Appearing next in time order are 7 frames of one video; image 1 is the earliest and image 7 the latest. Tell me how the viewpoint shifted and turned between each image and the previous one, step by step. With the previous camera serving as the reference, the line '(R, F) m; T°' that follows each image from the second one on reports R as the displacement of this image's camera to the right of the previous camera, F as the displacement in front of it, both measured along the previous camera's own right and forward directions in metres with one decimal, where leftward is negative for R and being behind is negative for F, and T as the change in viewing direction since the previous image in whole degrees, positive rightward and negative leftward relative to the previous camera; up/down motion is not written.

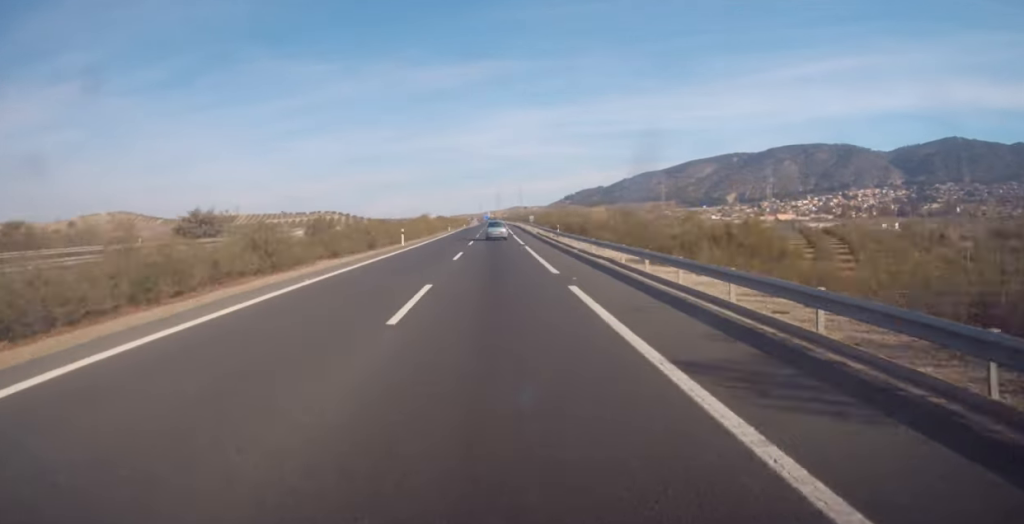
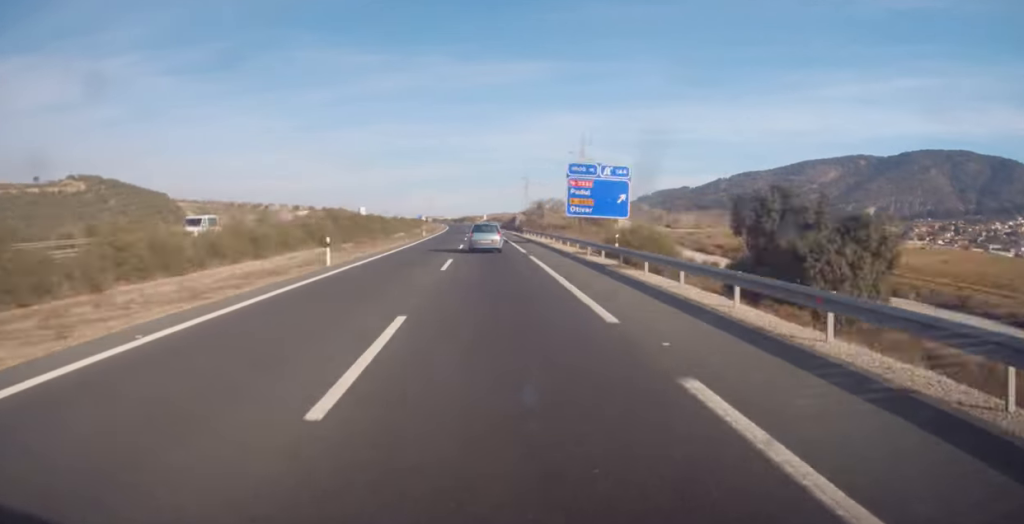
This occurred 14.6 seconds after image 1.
(-18.9, +519.0) m; -7°
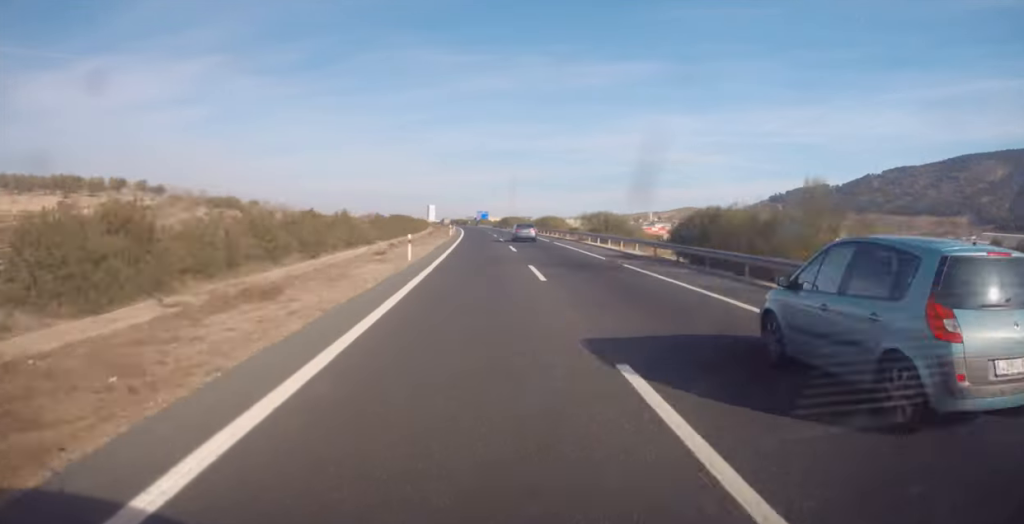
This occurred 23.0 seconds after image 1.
(-20.1, +298.8) m; -7°
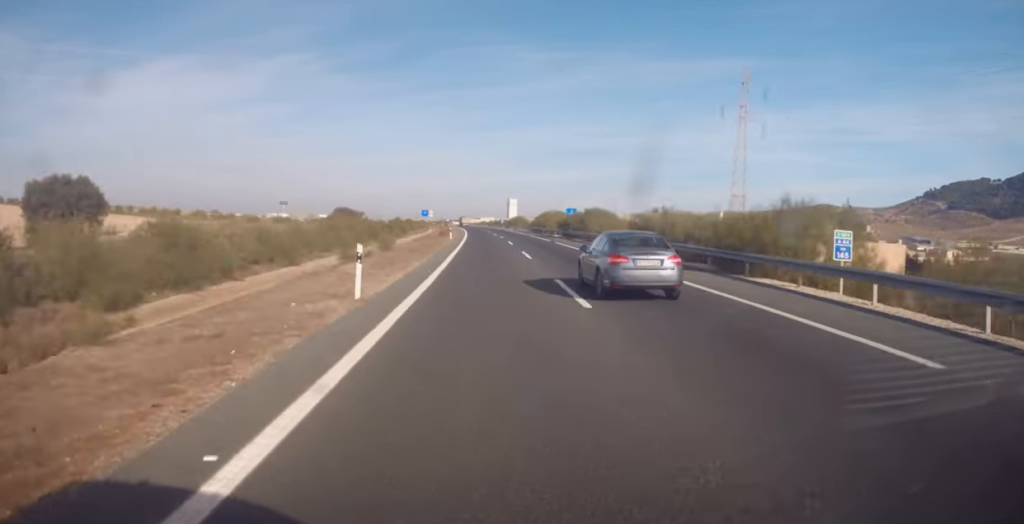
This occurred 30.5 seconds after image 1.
(-15.6, +266.3) m; -7°
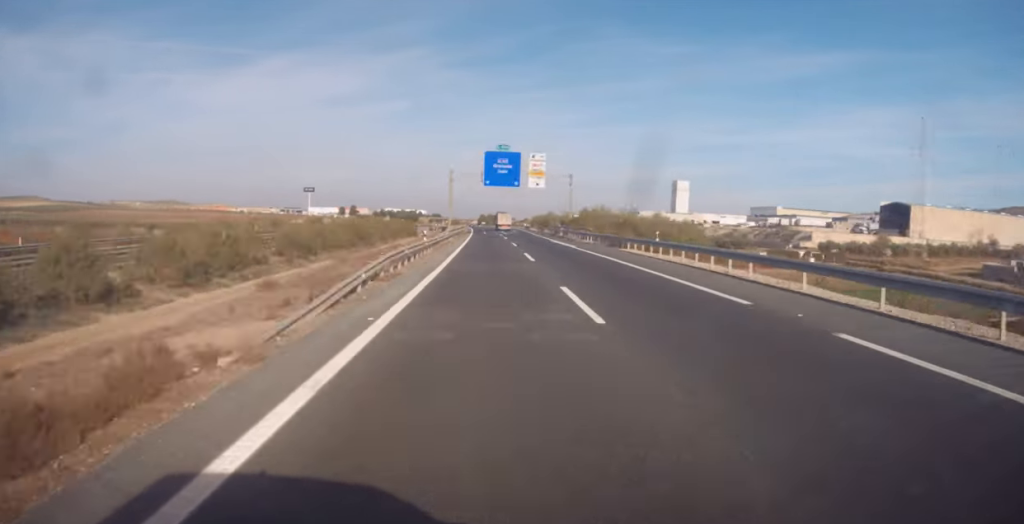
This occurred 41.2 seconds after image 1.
(-30.1, +381.7) m; -8°
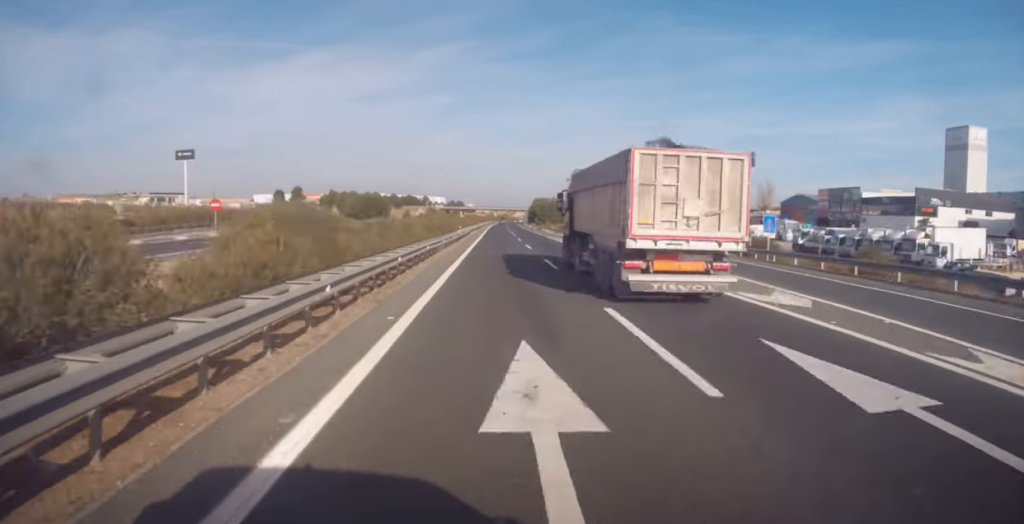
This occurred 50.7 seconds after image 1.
(-8.0, +337.5) m; 0°
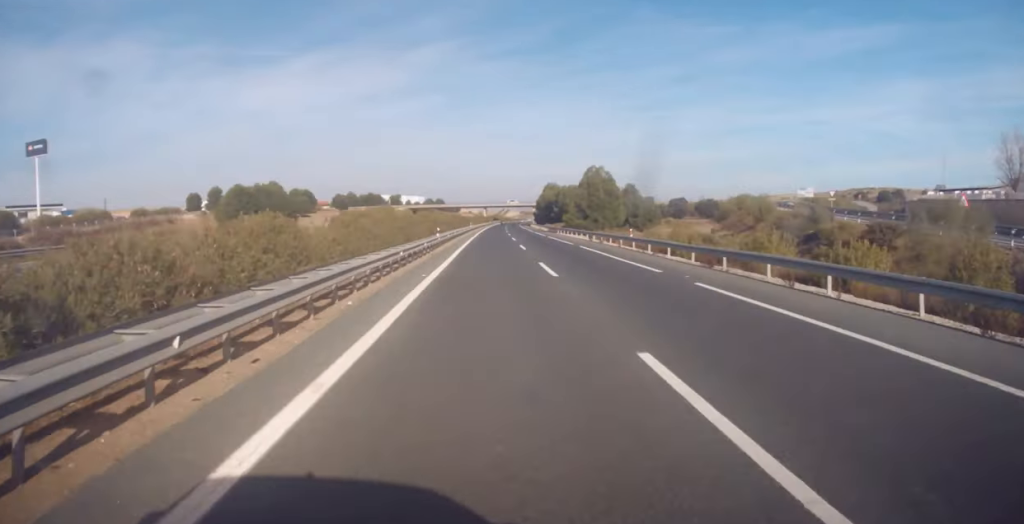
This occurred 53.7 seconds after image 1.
(-0.6, +108.4) m; +1°
